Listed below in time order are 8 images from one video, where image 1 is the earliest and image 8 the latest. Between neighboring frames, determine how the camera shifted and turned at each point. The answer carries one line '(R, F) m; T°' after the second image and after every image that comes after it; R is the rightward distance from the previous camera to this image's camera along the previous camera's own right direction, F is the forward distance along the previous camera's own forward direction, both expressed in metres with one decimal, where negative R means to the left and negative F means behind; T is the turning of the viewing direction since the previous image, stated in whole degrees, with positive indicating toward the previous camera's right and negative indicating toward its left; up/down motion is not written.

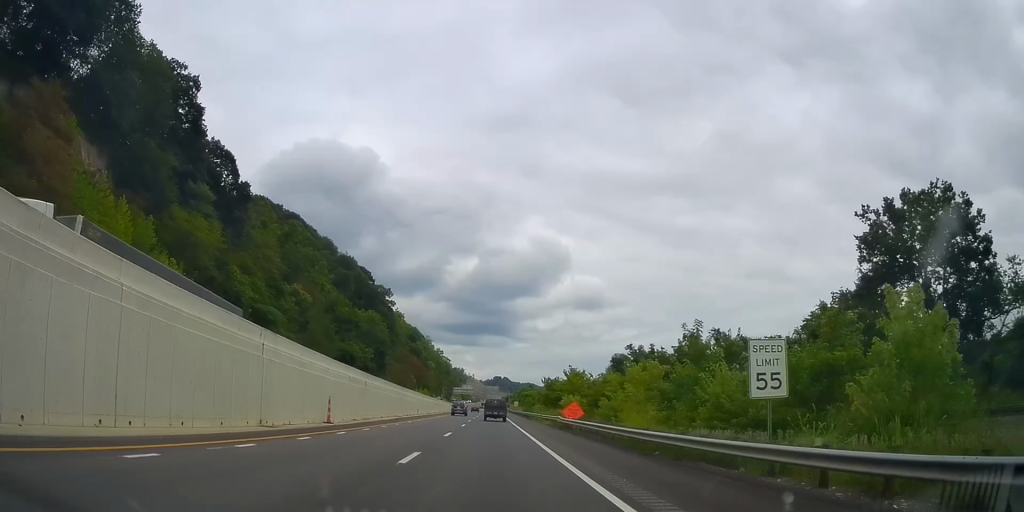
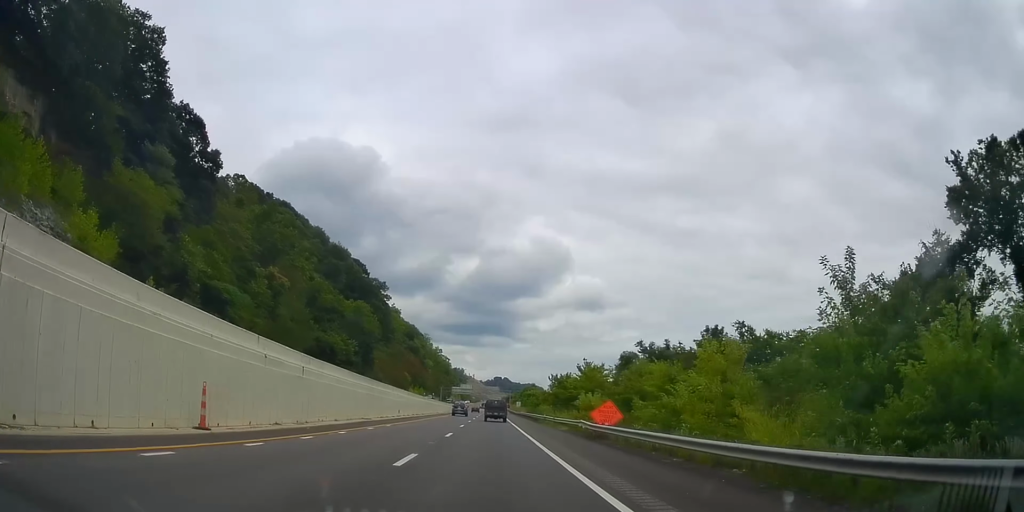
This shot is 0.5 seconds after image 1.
(+0.2, +12.5) m; 0°
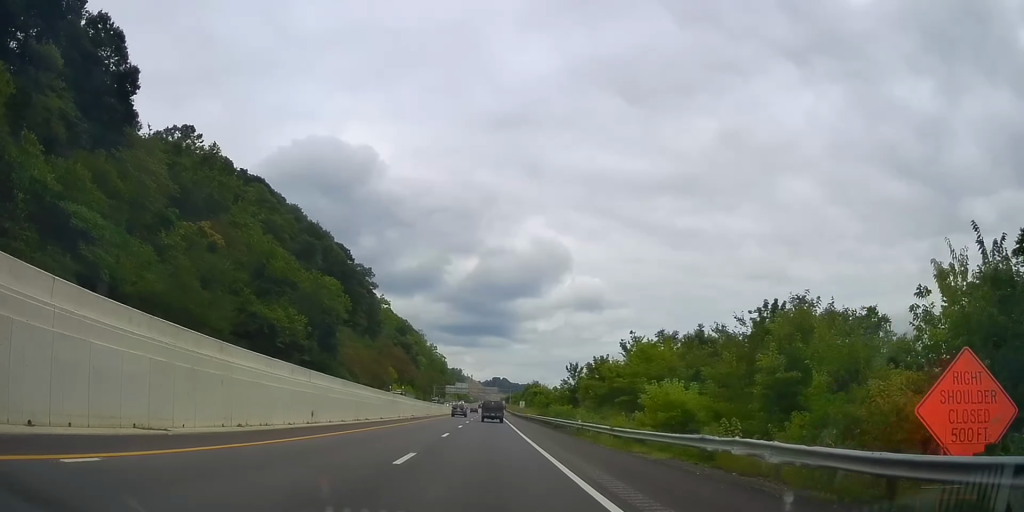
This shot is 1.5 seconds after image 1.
(-0.3, +23.8) m; -2°
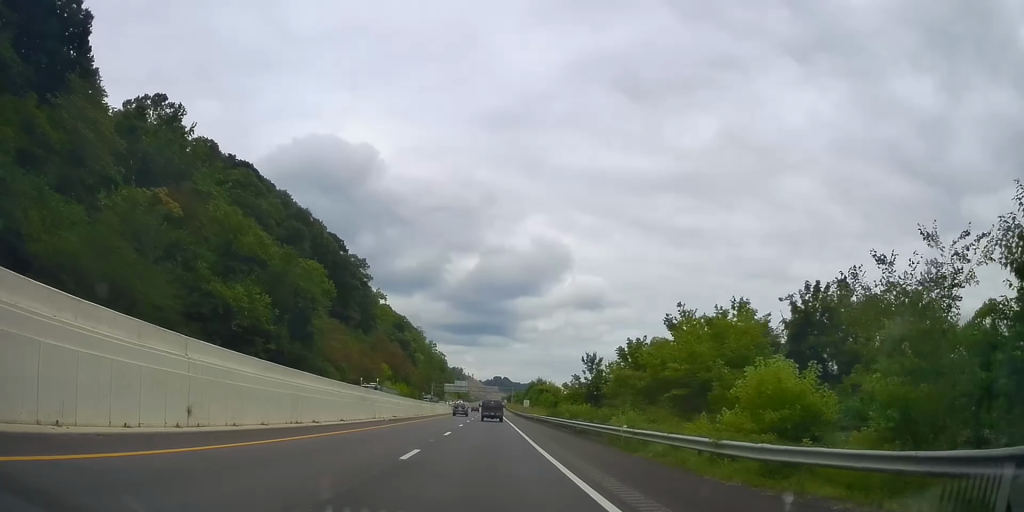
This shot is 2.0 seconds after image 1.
(-0.2, +11.4) m; 0°
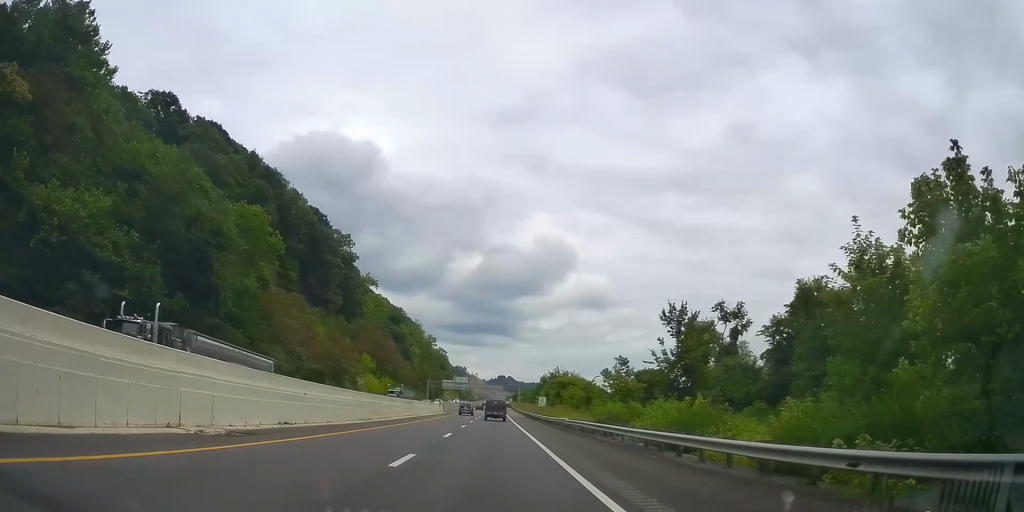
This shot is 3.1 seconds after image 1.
(-0.1, +26.4) m; 0°
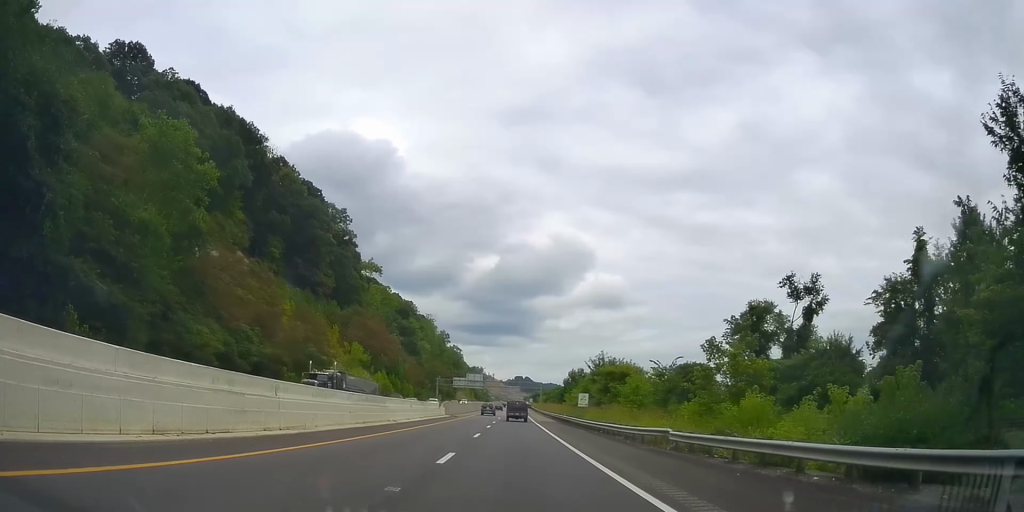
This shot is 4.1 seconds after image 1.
(0.0, +23.0) m; 0°
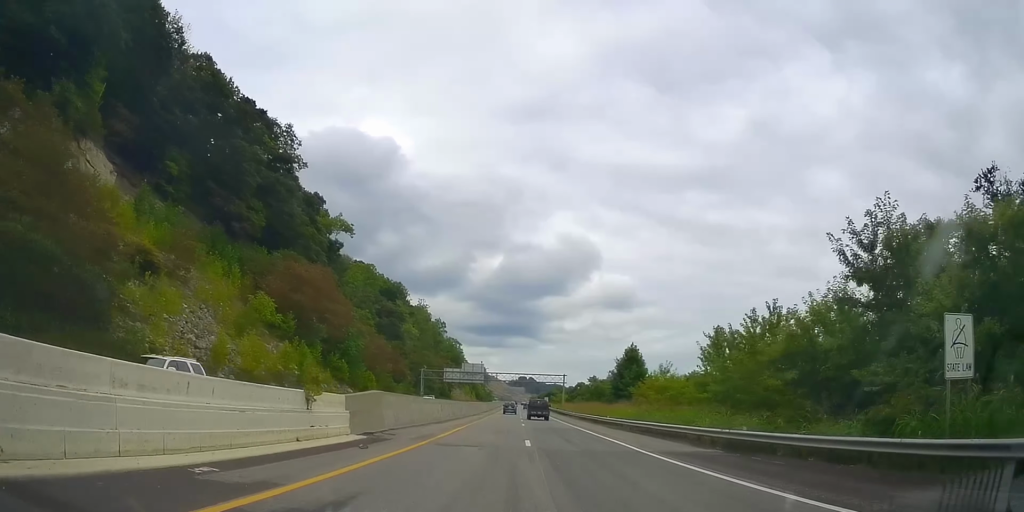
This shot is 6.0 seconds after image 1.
(-0.3, +45.4) m; 0°
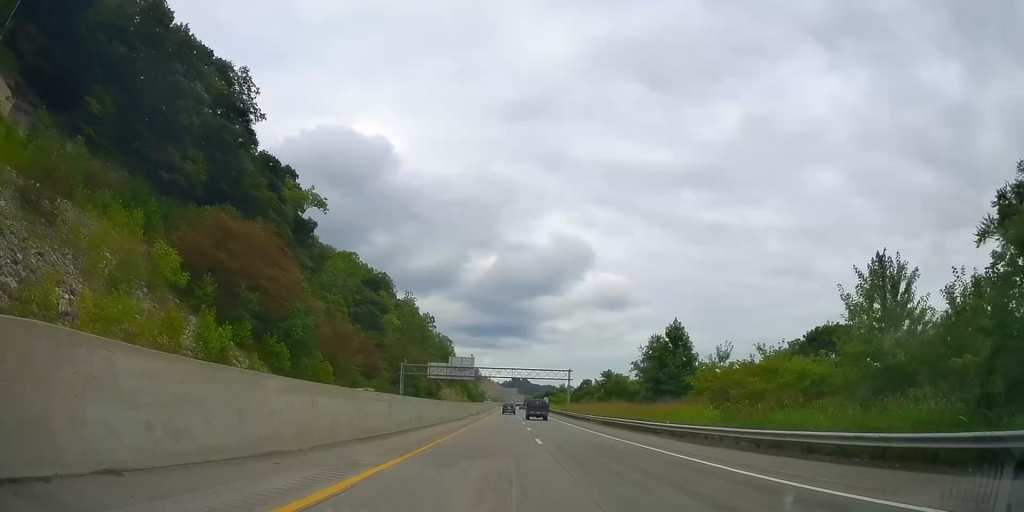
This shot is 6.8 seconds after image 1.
(+0.1, +18.9) m; 0°
